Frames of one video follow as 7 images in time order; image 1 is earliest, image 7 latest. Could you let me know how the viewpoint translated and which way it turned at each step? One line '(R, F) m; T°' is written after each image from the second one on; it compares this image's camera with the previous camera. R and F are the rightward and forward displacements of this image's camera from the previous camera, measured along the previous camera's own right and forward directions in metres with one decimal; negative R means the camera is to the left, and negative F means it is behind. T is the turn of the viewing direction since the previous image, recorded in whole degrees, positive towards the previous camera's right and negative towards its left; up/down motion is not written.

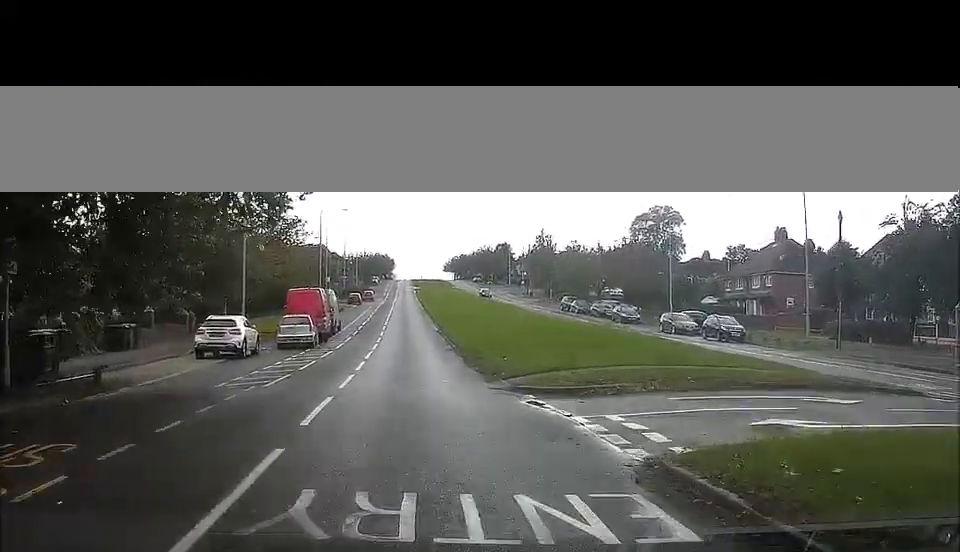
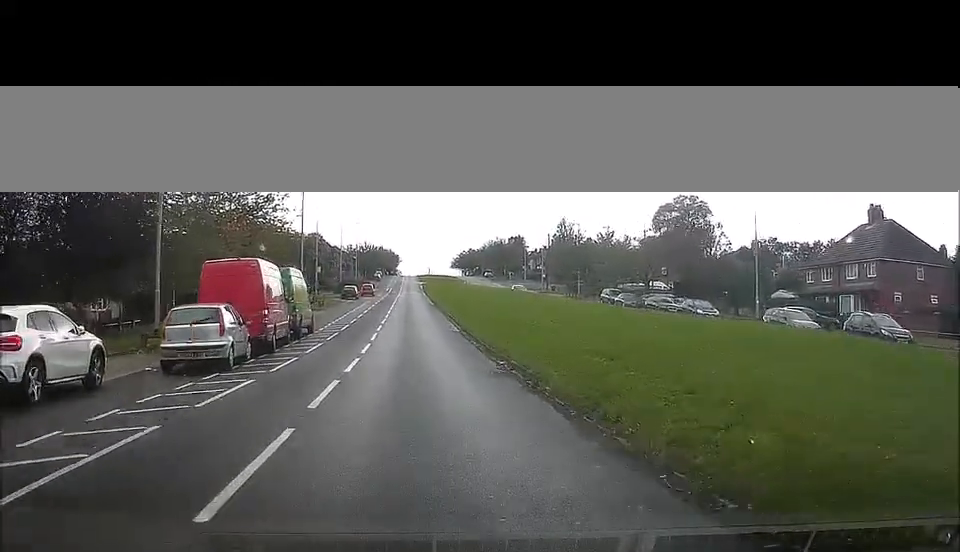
(0.0, +18.2) m; +2°
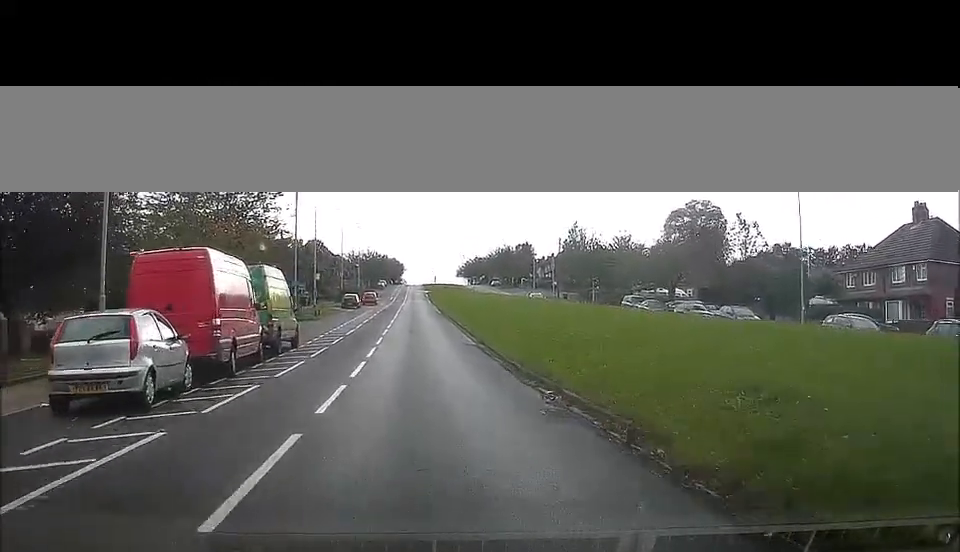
(+0.1, +6.4) m; 0°
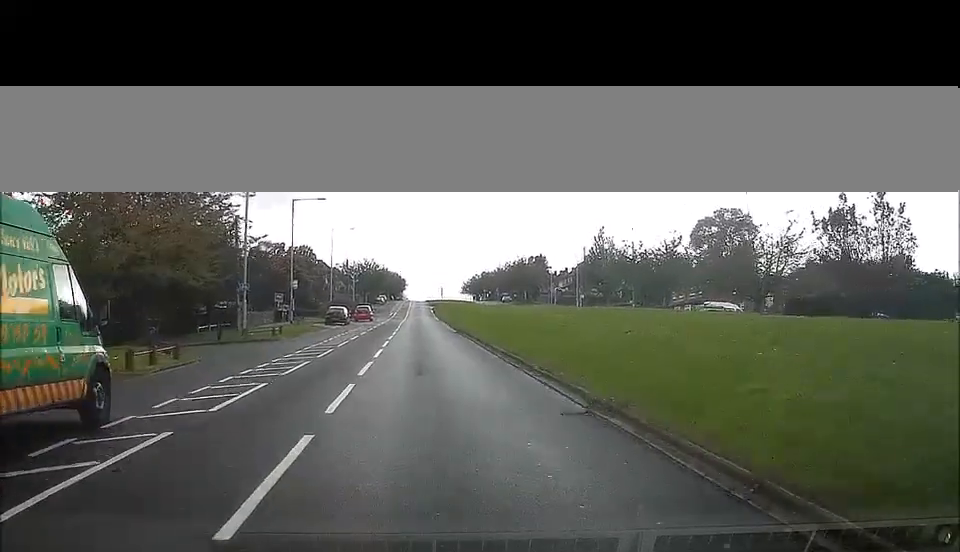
(0.0, +19.0) m; 0°
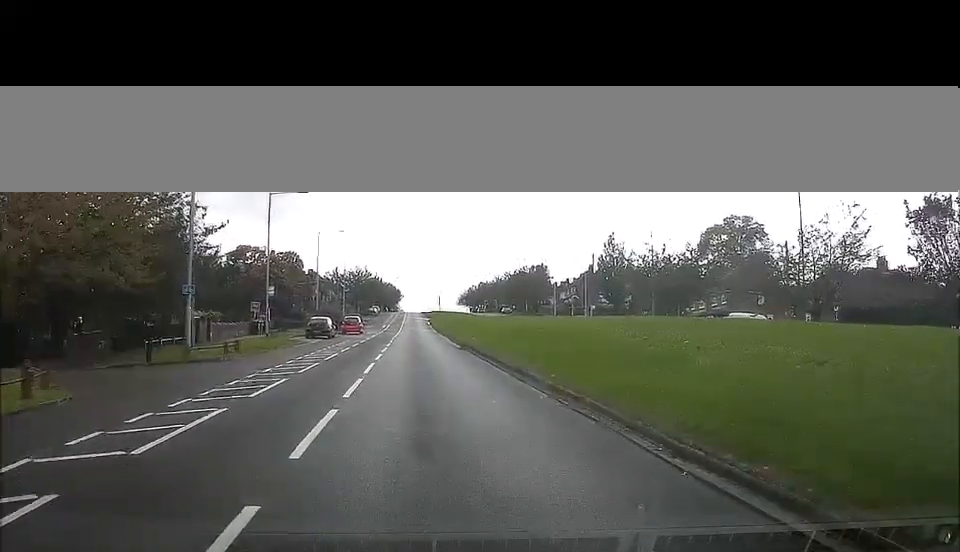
(+0.2, +9.3) m; 0°
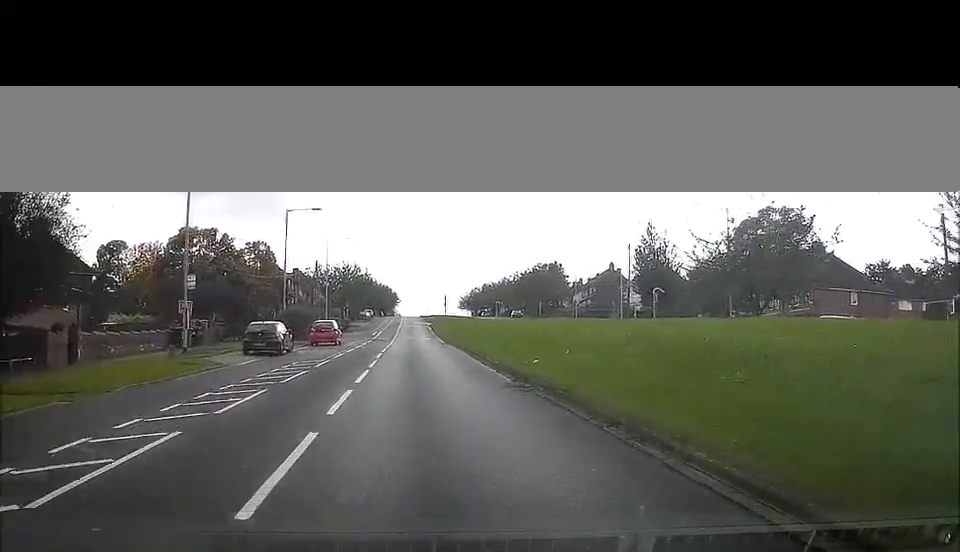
(-0.5, +20.7) m; -1°
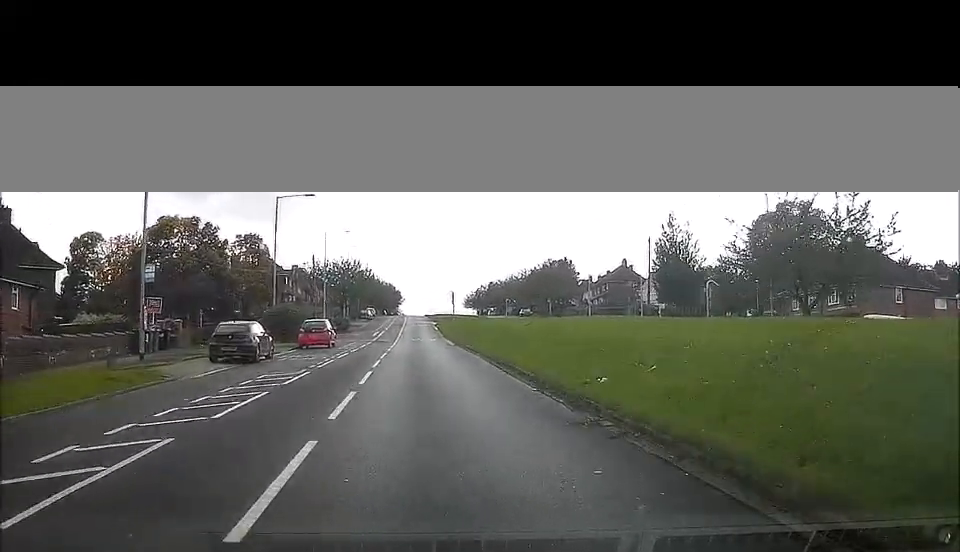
(0.0, +6.6) m; 0°
